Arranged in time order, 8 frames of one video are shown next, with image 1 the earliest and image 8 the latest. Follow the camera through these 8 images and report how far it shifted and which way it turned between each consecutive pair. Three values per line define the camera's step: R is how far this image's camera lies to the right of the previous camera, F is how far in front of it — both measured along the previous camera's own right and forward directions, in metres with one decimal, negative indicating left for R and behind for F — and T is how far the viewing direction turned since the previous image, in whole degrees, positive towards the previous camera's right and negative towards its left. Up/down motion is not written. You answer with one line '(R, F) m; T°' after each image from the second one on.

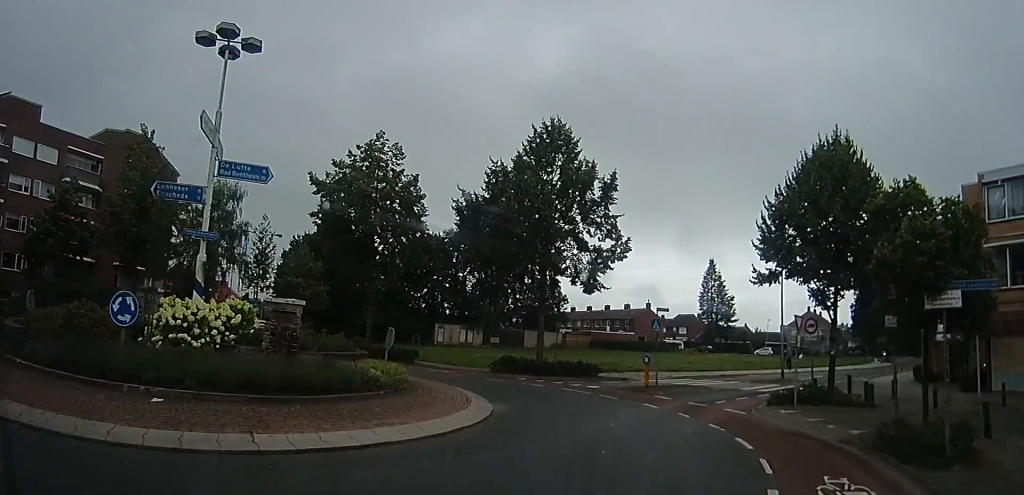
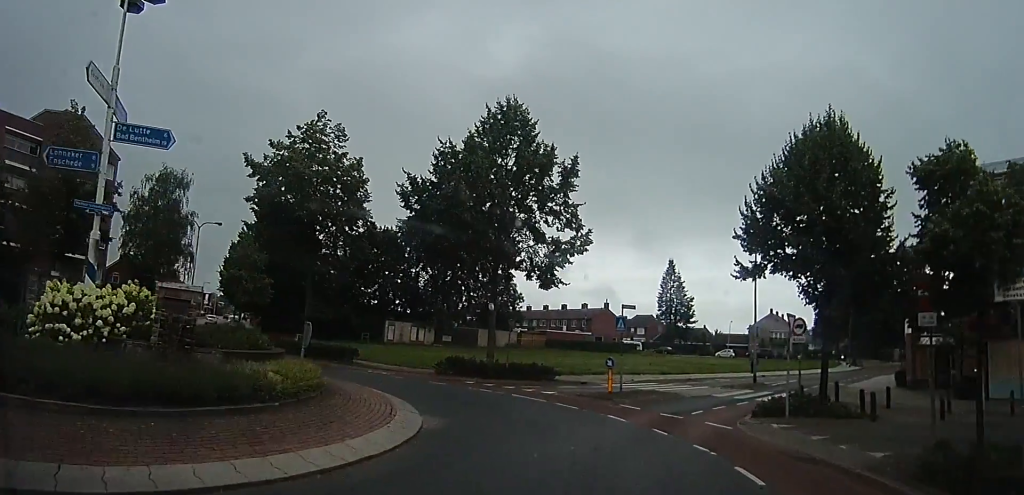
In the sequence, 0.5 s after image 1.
(+0.1, +2.2) m; +4°
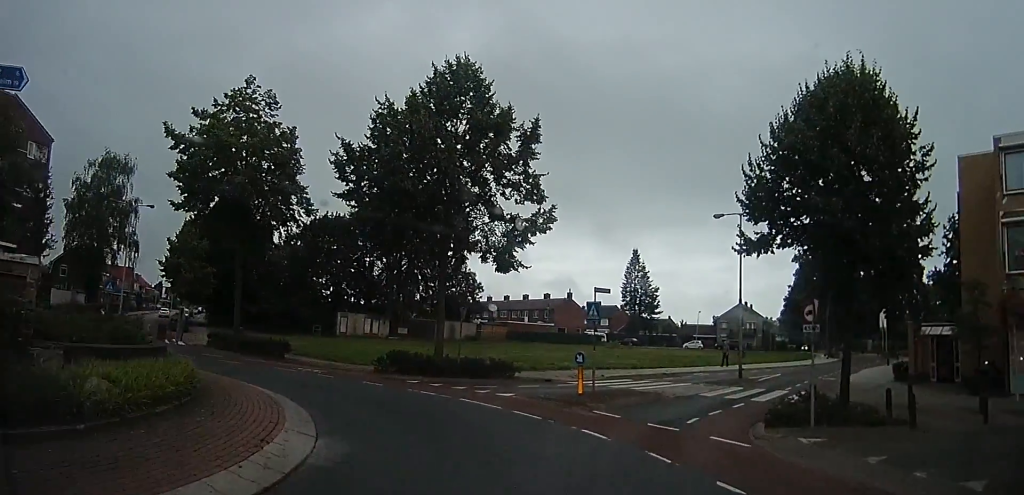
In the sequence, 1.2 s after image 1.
(+0.1, +2.9) m; +1°
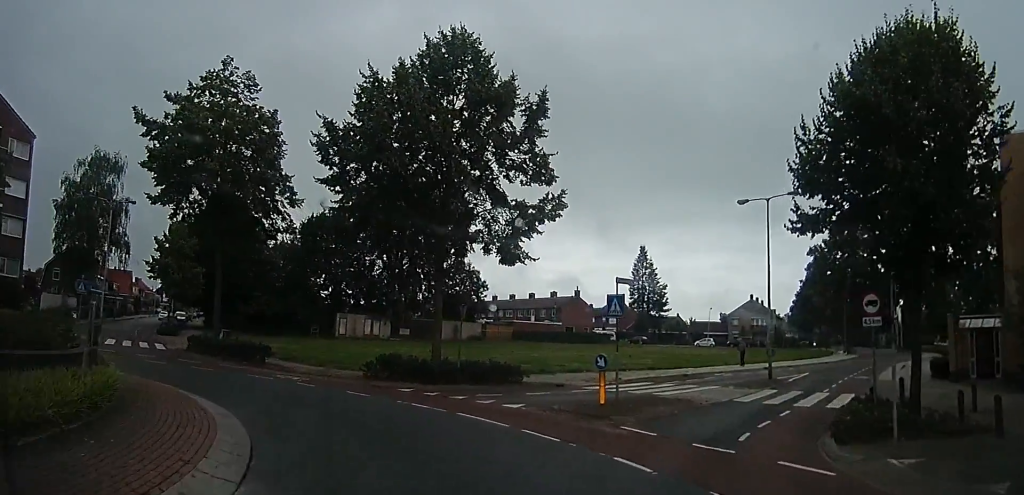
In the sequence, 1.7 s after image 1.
(0.0, +2.5) m; 0°
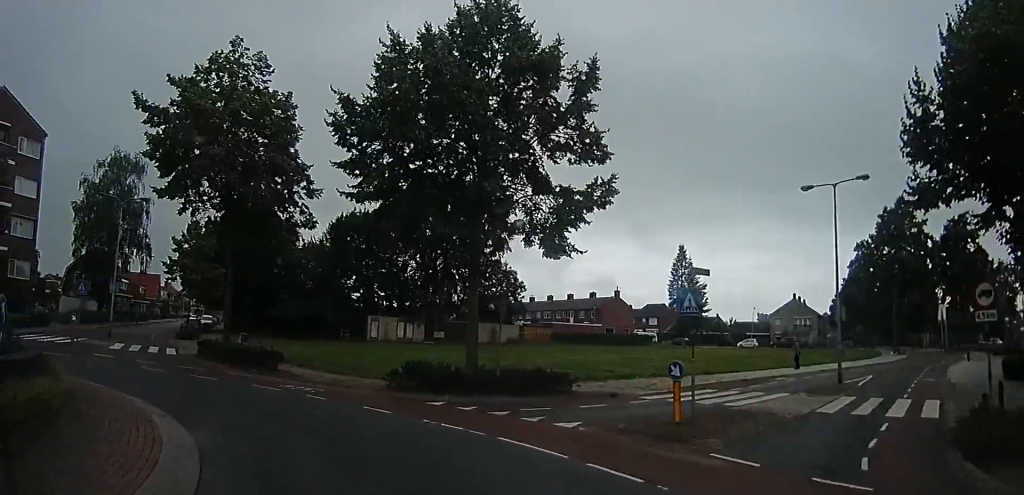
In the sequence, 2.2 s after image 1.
(0.0, +2.6) m; 0°
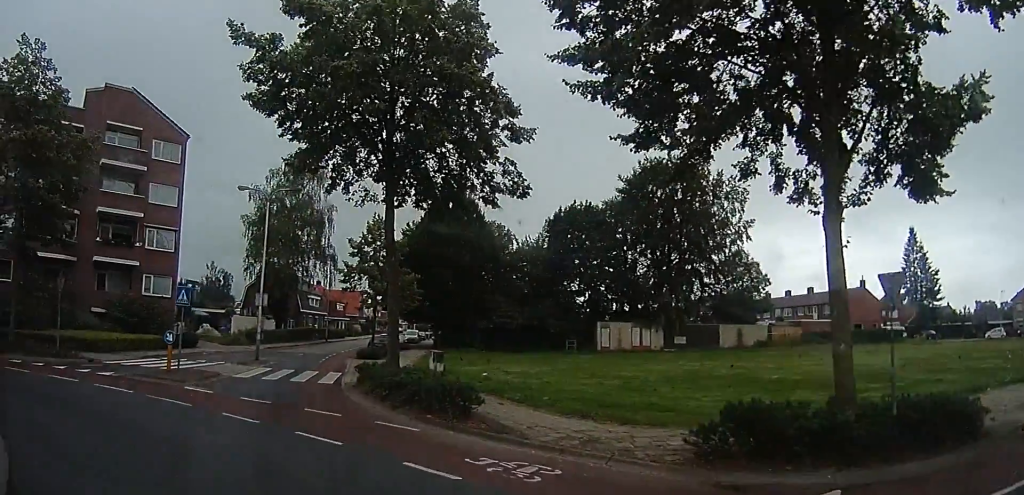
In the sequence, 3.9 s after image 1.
(-0.9, +8.4) m; -18°
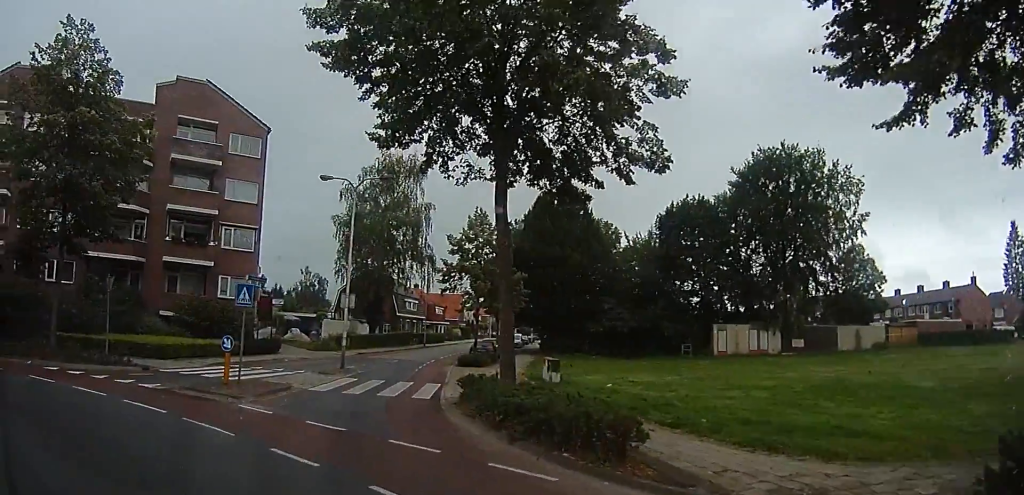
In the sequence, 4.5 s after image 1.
(-0.2, +3.2) m; -10°
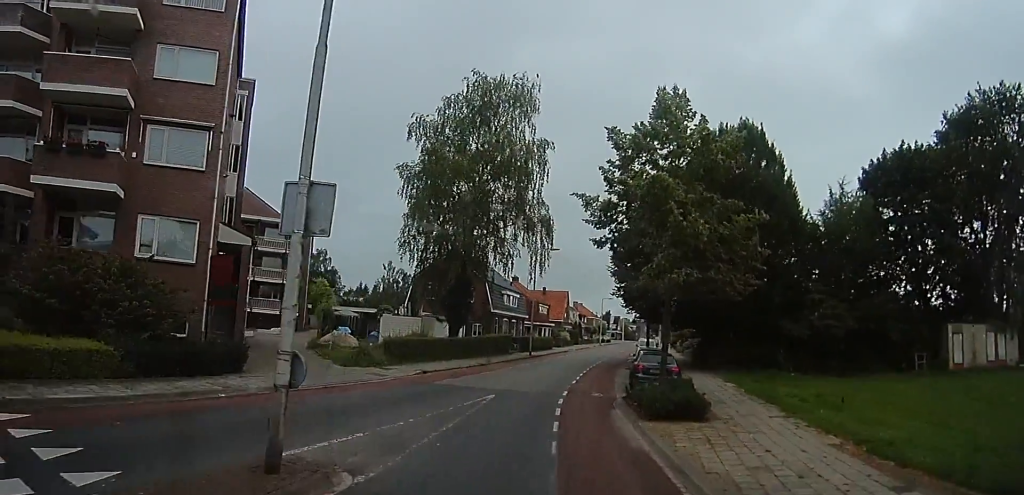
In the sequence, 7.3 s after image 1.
(-4.1, +14.5) m; -18°
